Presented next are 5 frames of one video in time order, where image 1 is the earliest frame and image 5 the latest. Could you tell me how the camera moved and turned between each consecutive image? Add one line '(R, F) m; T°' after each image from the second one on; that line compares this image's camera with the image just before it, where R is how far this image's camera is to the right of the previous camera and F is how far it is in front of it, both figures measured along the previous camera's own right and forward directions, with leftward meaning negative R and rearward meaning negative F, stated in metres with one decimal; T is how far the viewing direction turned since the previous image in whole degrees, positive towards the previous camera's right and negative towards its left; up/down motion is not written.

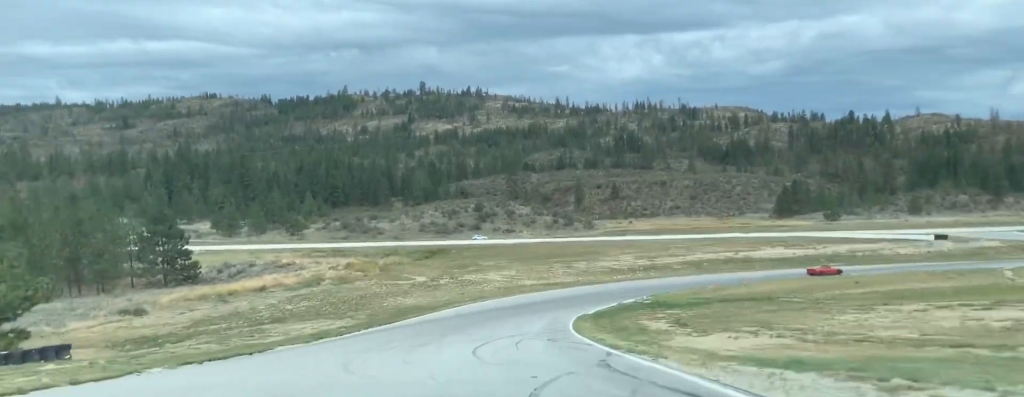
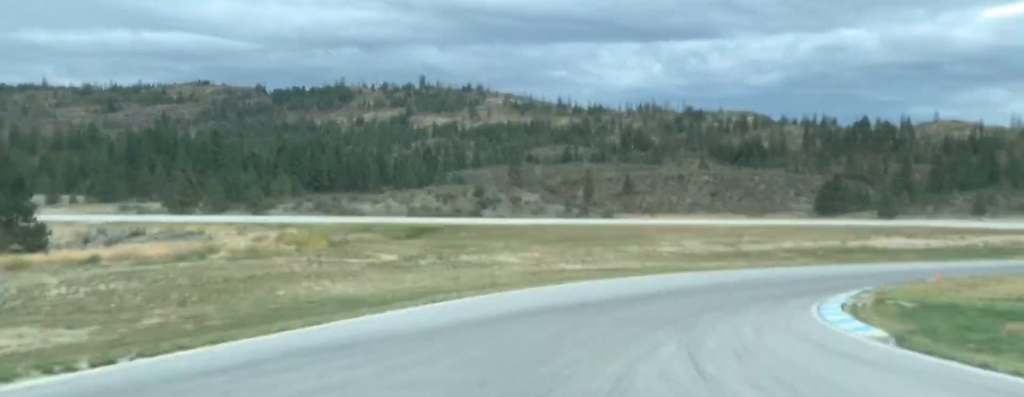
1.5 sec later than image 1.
(+1.0, +41.3) m; +11°
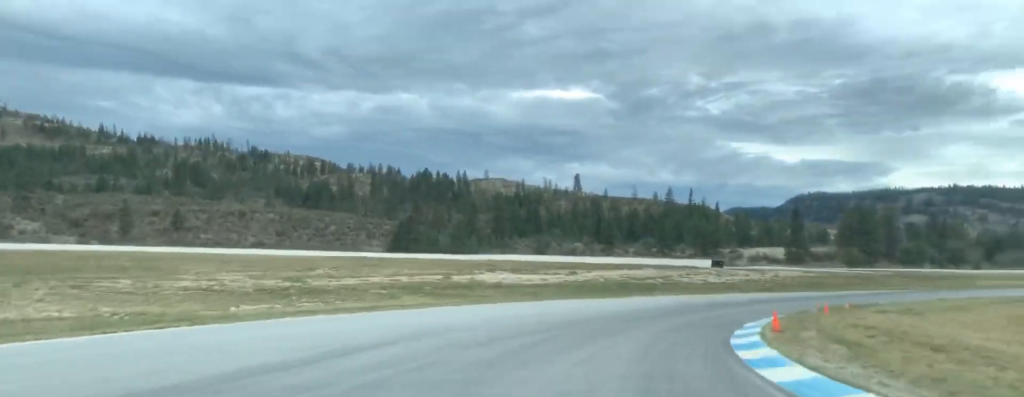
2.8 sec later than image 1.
(+5.3, +34.6) m; +27°
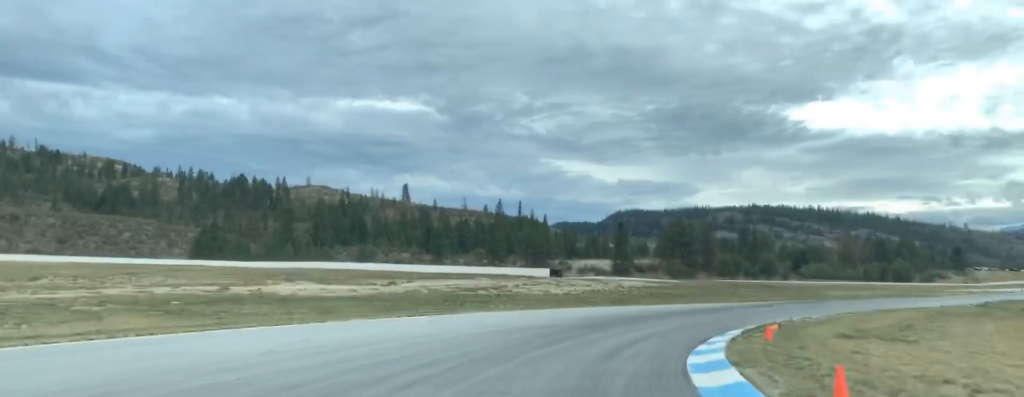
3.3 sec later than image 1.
(+3.5, +14.0) m; +14°
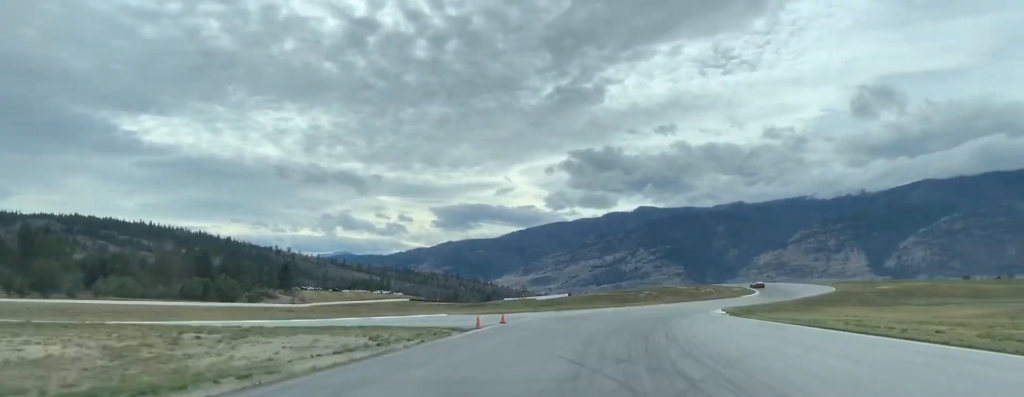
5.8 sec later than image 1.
(+25.9, +62.6) m; +42°
